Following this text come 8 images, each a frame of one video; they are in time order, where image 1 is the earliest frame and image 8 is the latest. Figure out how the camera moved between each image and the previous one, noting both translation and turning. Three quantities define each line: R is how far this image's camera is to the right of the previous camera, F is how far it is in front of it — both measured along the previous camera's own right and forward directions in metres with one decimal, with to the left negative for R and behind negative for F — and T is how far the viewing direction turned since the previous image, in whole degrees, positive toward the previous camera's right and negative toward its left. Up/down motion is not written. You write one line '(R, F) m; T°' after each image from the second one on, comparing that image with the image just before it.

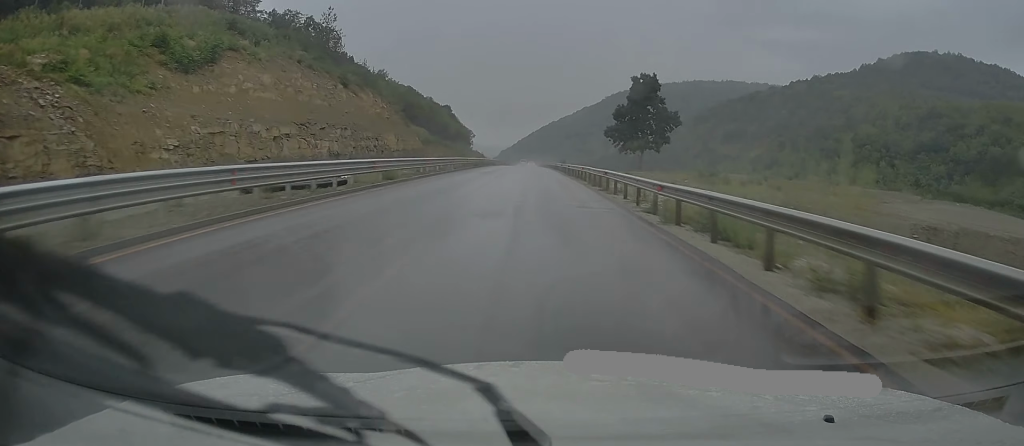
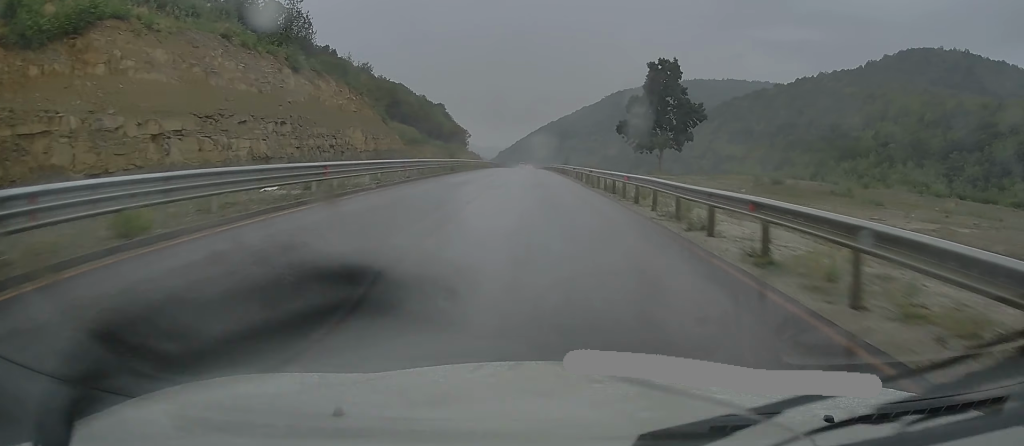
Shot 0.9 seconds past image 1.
(0.0, +18.1) m; 0°
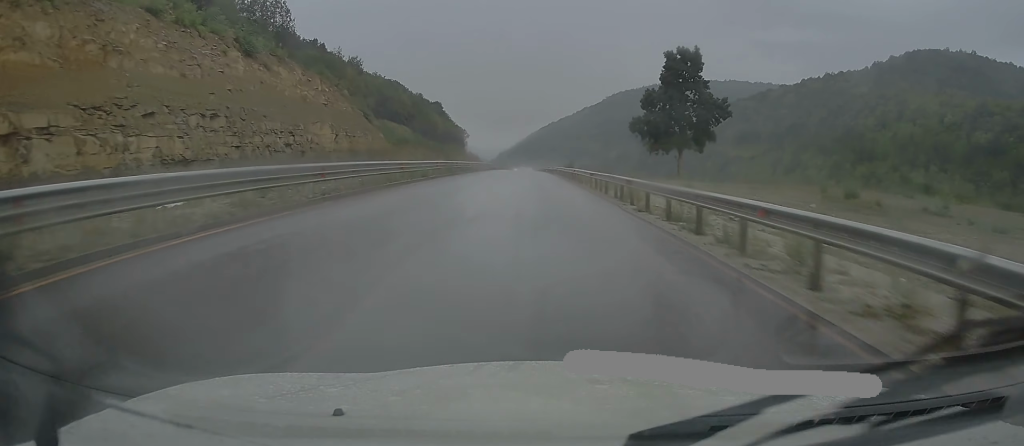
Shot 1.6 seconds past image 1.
(0.0, +12.3) m; 0°
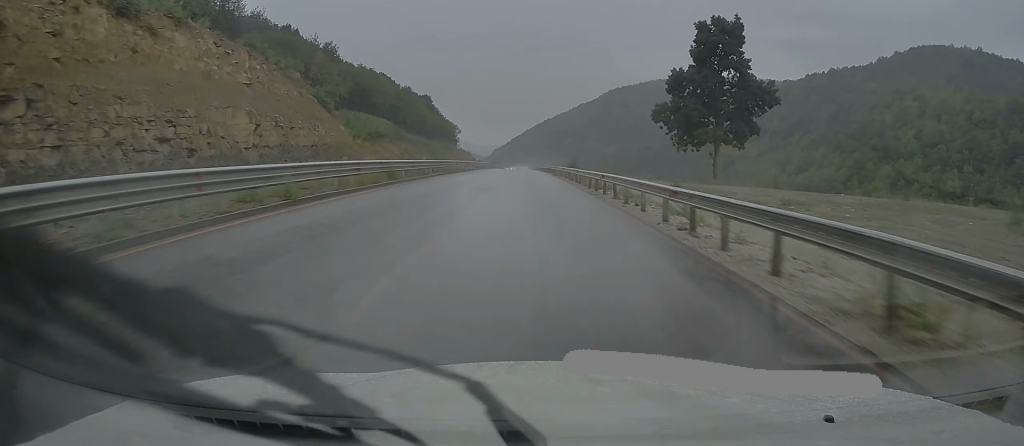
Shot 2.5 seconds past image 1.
(-0.1, +18.8) m; 0°
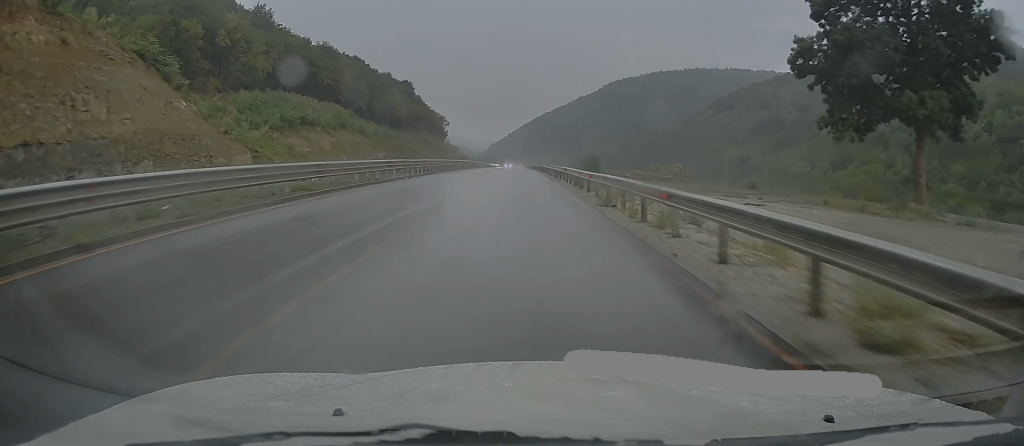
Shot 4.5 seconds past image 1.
(+0.3, +37.9) m; +1°
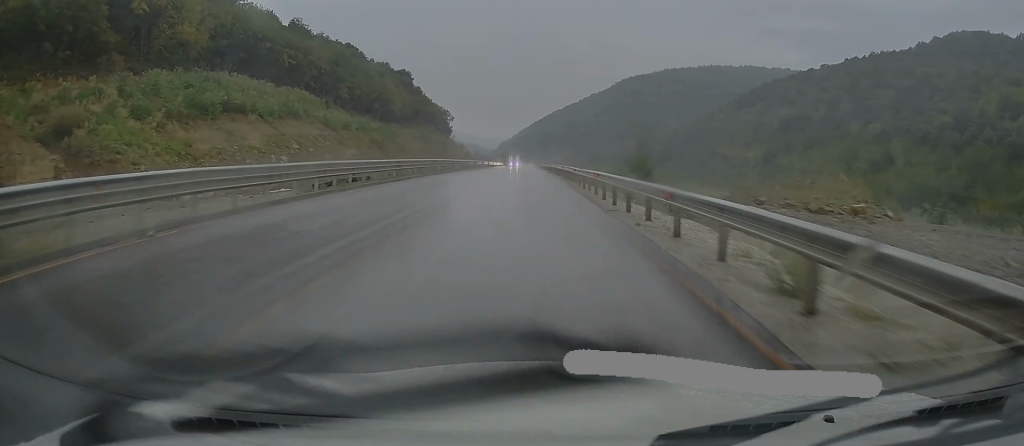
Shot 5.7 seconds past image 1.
(0.0, +23.9) m; 0°
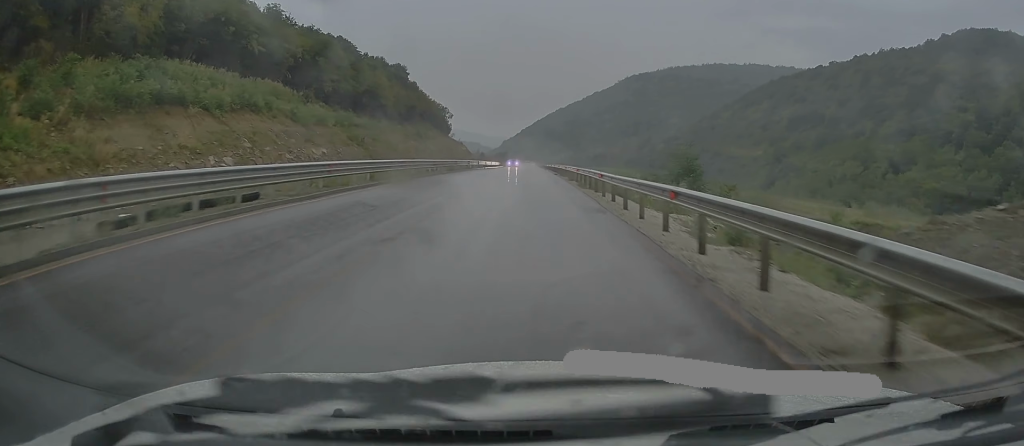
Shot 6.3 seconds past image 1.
(-0.2, +12.0) m; 0°
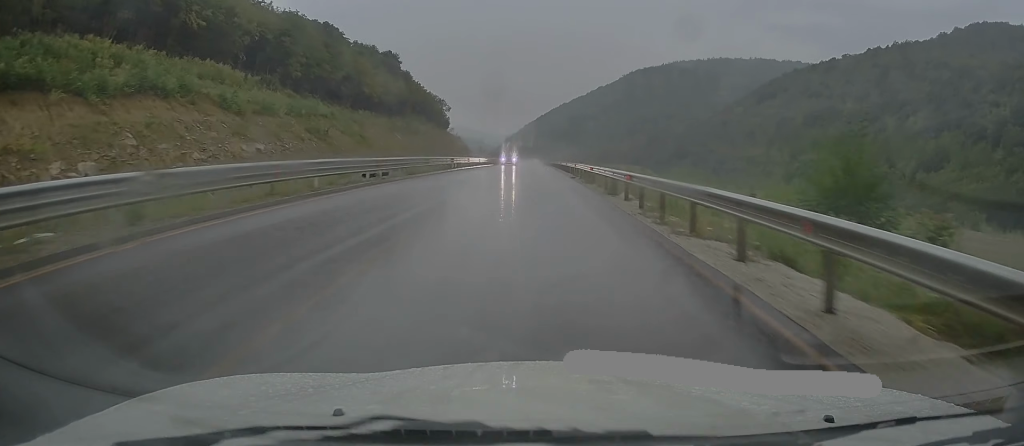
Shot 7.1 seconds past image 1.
(+0.2, +17.3) m; 0°
